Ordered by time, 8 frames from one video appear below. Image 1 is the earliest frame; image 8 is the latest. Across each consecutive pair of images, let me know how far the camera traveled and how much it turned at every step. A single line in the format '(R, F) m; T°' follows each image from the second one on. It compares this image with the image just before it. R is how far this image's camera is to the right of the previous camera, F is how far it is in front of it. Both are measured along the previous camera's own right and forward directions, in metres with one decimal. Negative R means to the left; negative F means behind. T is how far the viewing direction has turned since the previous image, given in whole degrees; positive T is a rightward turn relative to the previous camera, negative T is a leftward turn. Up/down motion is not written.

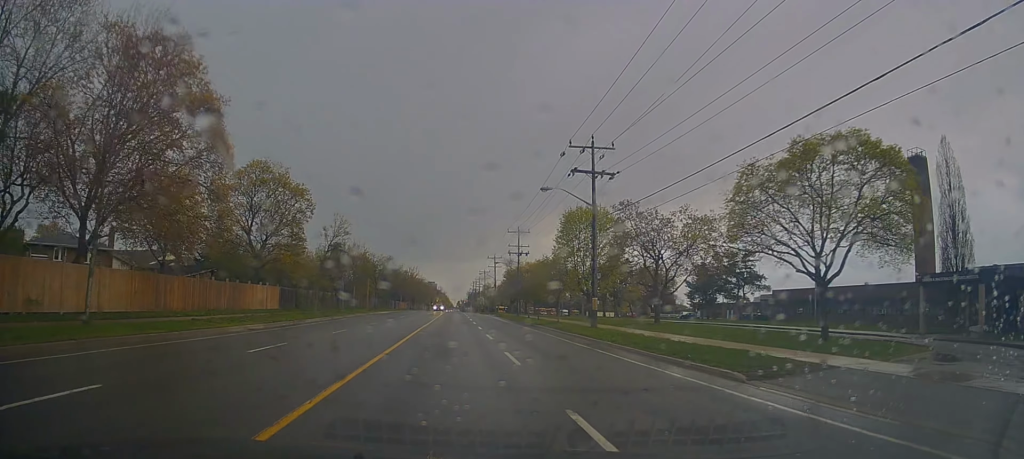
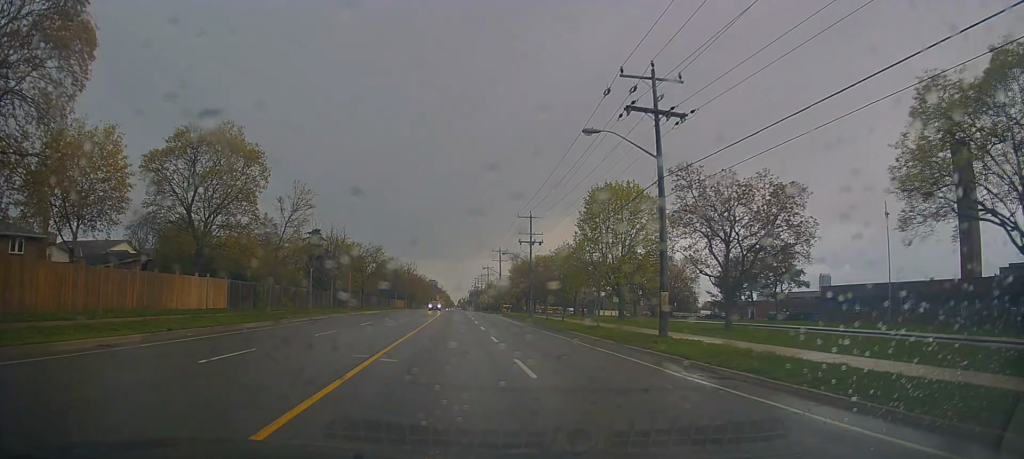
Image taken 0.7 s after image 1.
(+0.2, +11.9) m; 0°
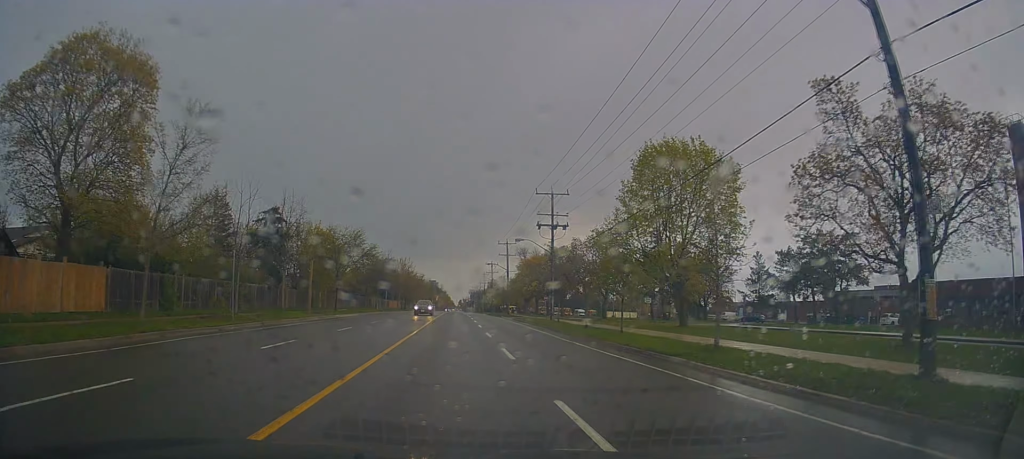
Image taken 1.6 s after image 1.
(-0.2, +14.2) m; 0°
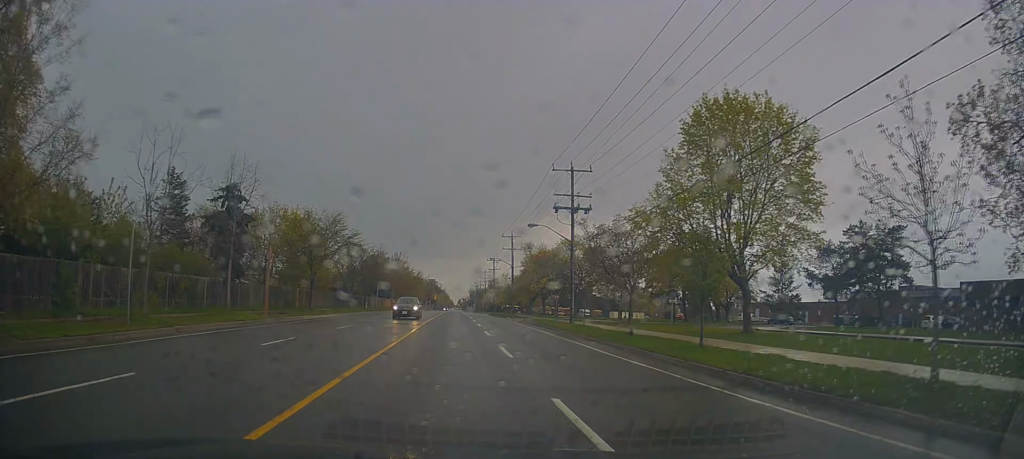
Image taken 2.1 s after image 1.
(0.0, +8.7) m; 0°
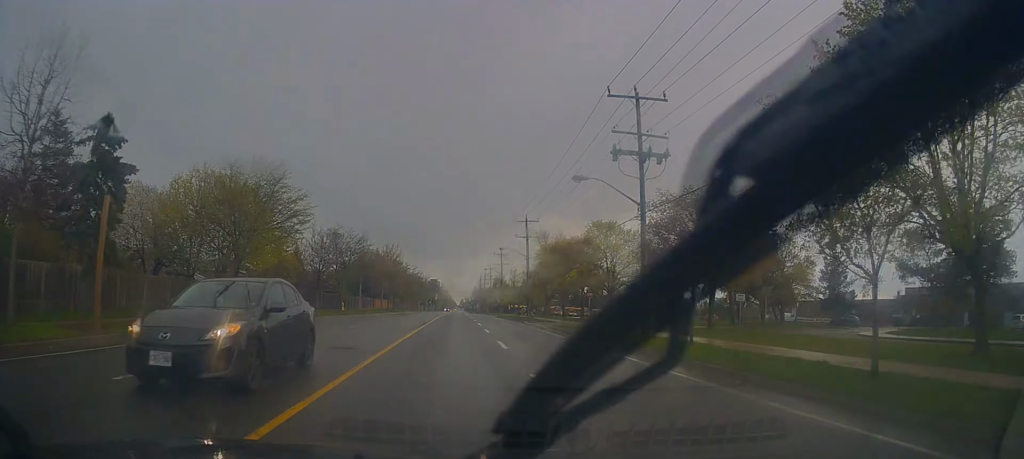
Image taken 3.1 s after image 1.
(+0.4, +16.3) m; +1°
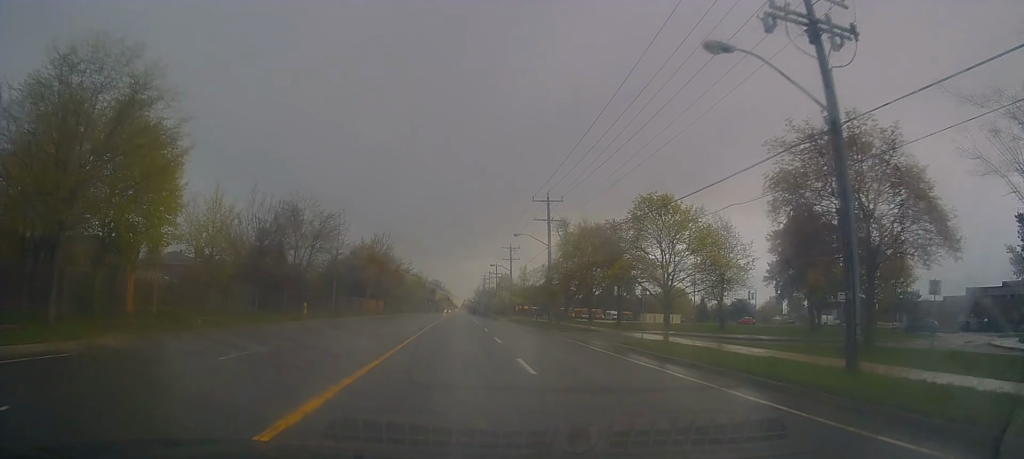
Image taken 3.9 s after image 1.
(-0.1, +14.4) m; -1°
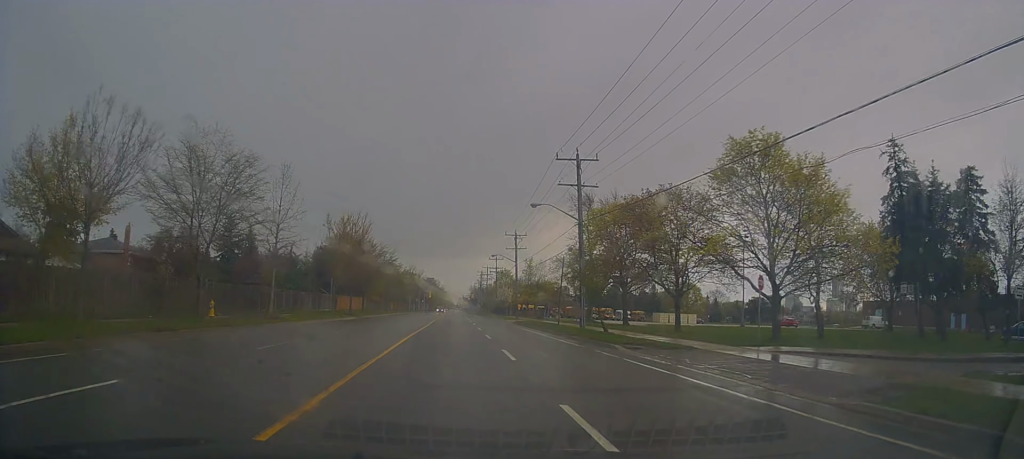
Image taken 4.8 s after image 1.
(0.0, +15.2) m; -1°
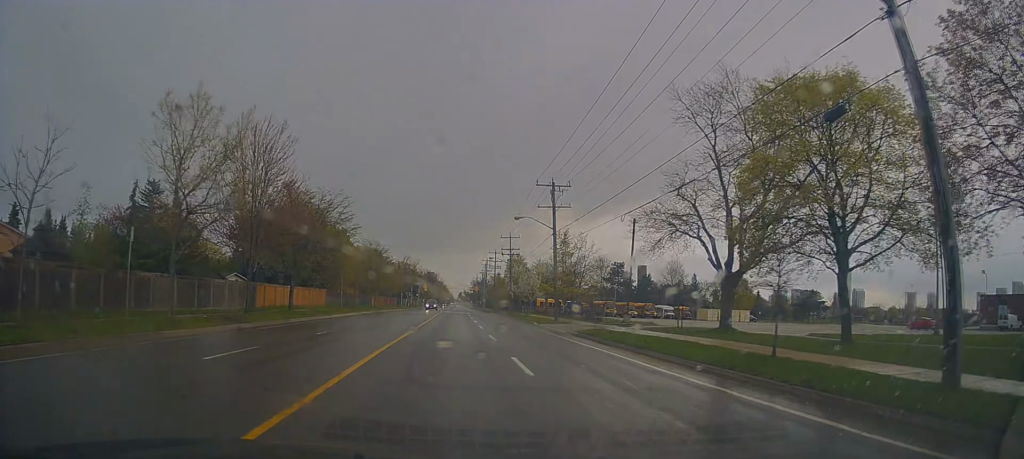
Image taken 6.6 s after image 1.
(+0.6, +30.6) m; +1°
